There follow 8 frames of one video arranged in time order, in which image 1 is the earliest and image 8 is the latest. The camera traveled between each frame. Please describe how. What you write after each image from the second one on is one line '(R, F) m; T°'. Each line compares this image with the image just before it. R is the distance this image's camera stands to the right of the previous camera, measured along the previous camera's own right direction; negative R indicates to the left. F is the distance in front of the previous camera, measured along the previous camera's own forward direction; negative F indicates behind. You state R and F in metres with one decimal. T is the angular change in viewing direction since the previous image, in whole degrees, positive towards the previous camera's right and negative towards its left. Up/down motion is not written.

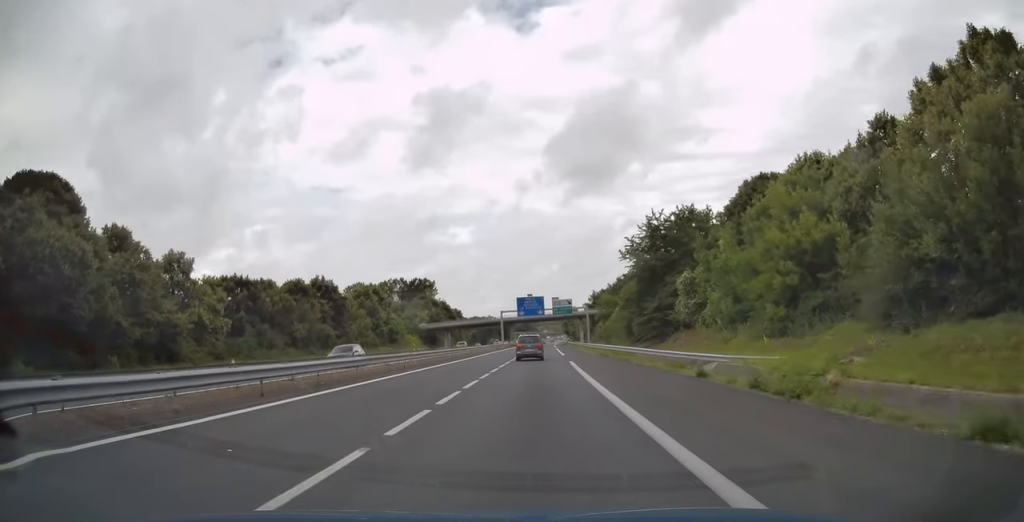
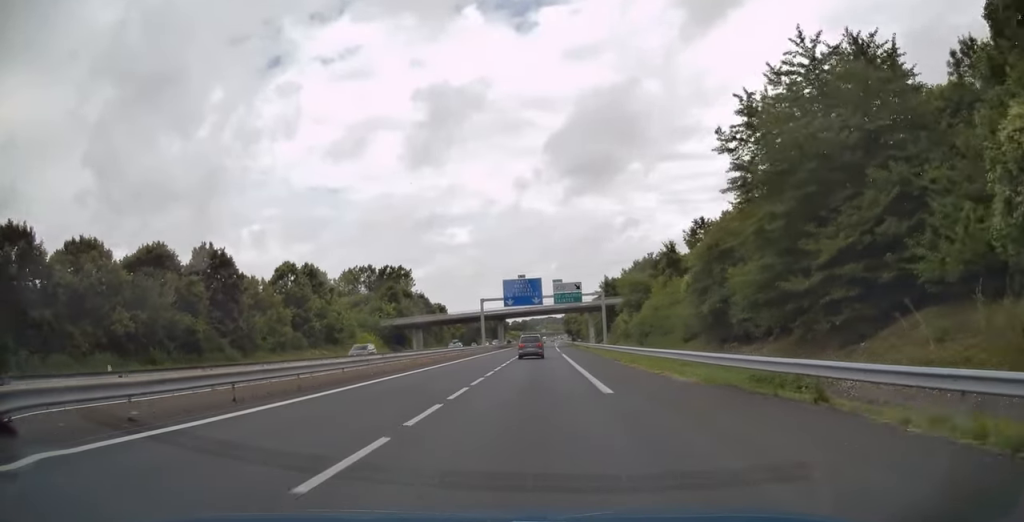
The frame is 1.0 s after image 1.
(0.0, +33.6) m; 0°
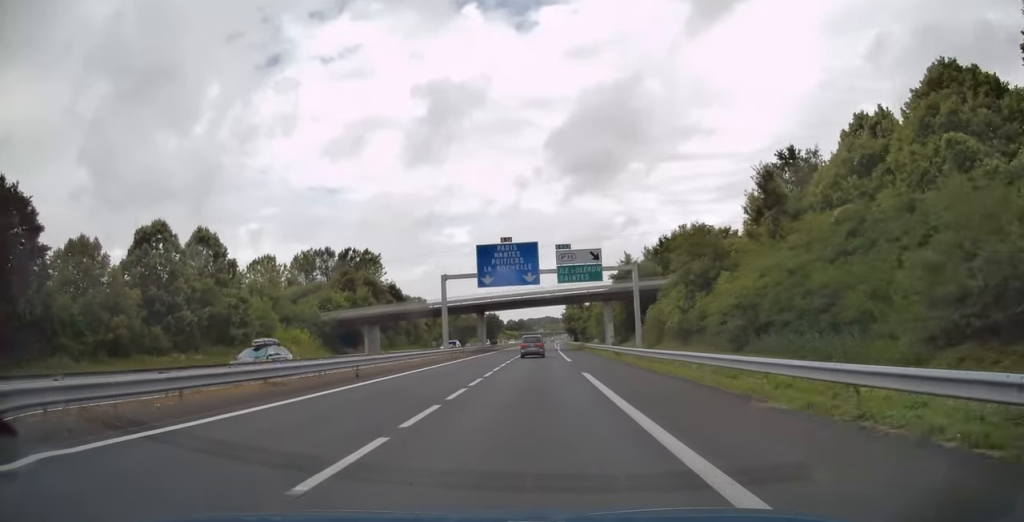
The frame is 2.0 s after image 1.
(+0.1, +30.3) m; 0°
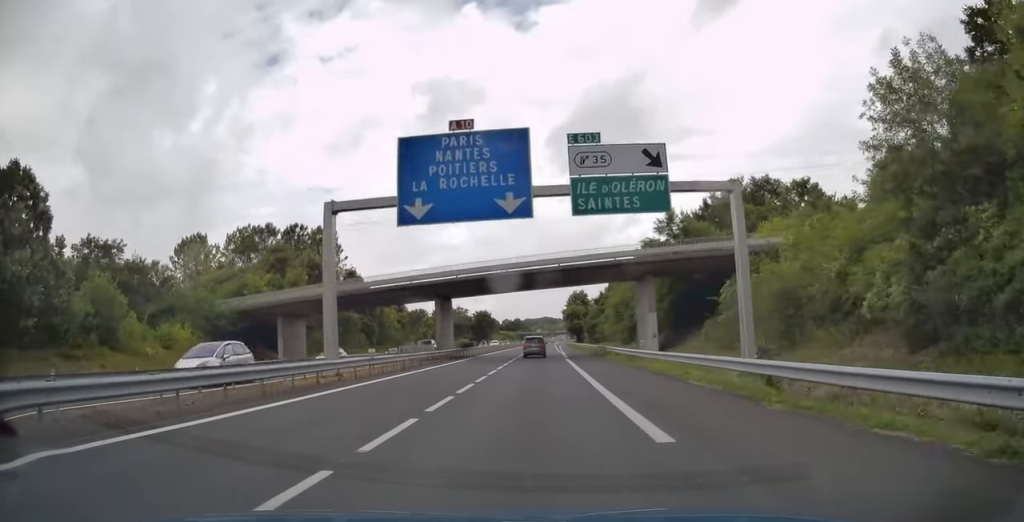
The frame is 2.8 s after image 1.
(0.0, +28.1) m; 0°
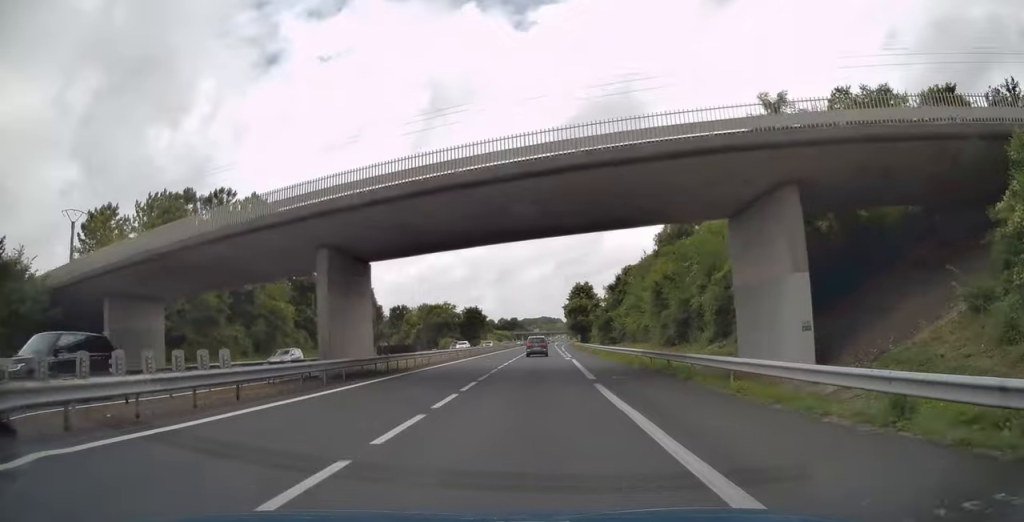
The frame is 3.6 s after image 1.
(0.0, +25.4) m; 0°
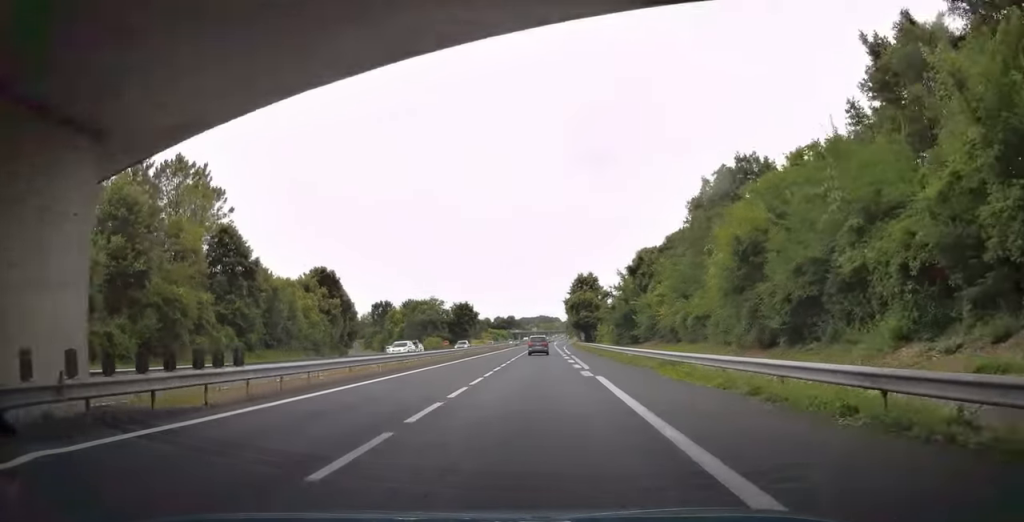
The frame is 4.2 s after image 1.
(0.0, +19.4) m; 0°
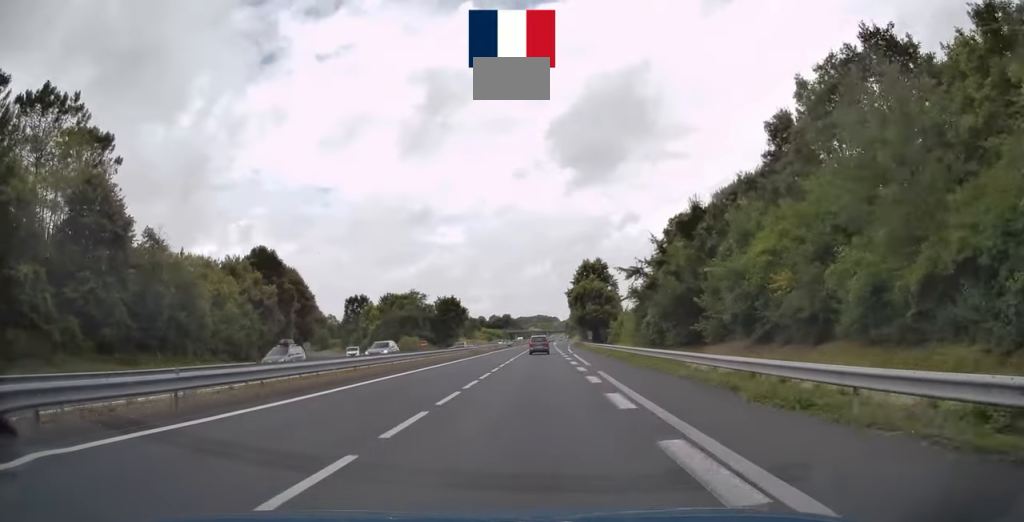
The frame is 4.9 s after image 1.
(+0.1, +23.2) m; 0°
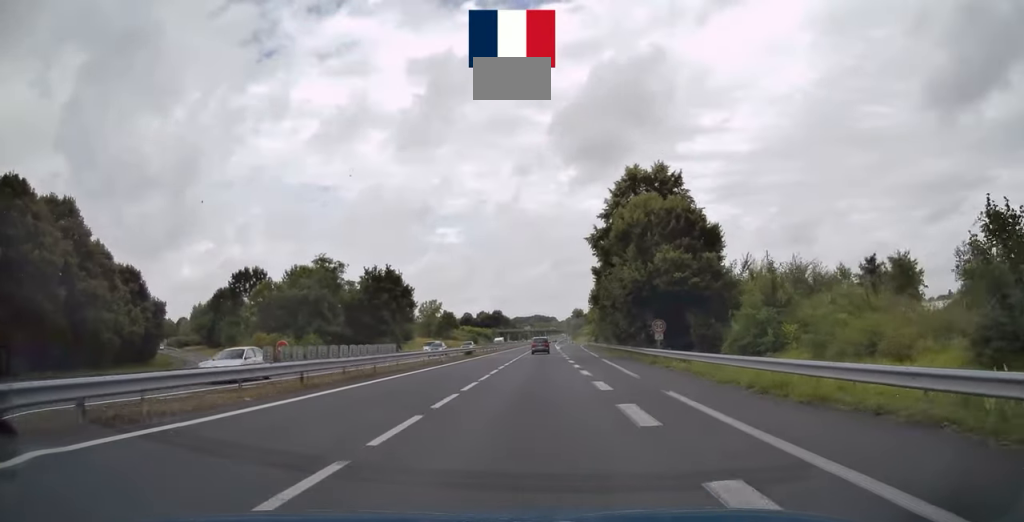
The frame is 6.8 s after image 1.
(0.0, +60.9) m; 0°
